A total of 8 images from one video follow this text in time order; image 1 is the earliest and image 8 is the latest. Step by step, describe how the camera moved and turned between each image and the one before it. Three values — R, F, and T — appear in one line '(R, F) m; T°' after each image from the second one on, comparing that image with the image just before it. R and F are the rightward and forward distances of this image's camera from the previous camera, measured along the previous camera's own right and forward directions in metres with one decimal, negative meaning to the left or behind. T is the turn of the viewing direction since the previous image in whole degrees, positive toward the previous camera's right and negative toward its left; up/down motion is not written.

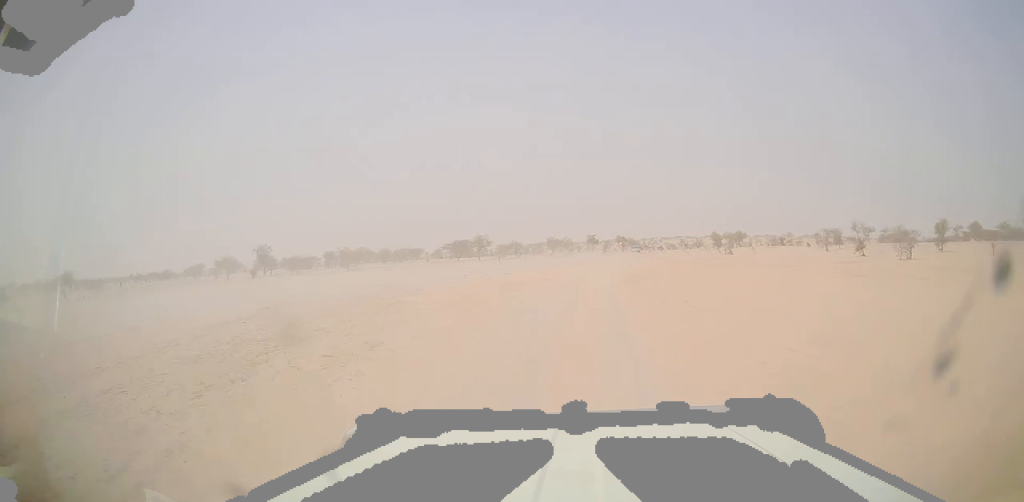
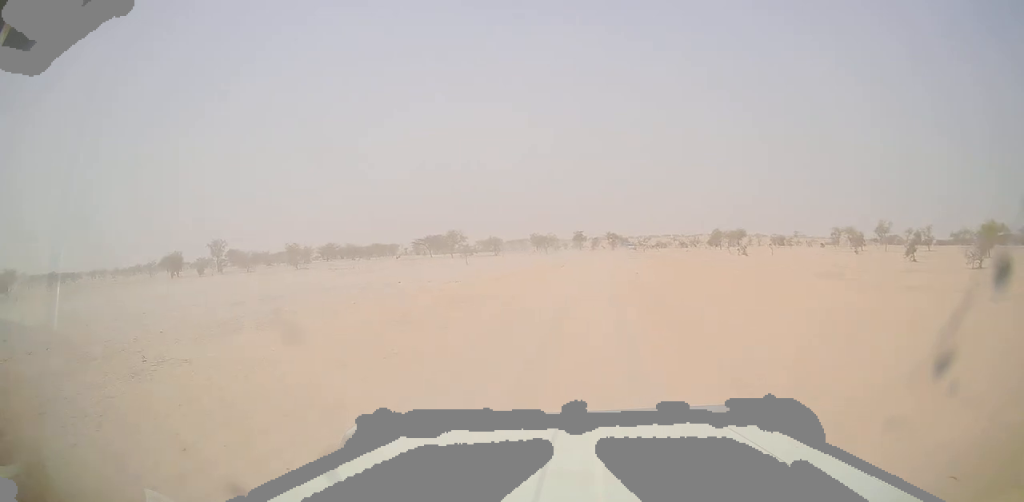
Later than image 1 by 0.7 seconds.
(0.0, +13.5) m; +1°
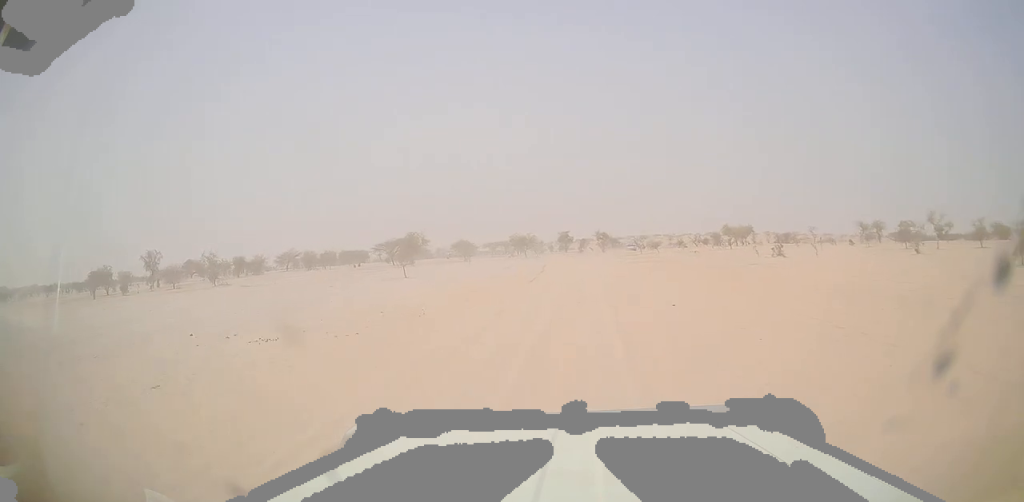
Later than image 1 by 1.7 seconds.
(+0.3, +17.3) m; 0°
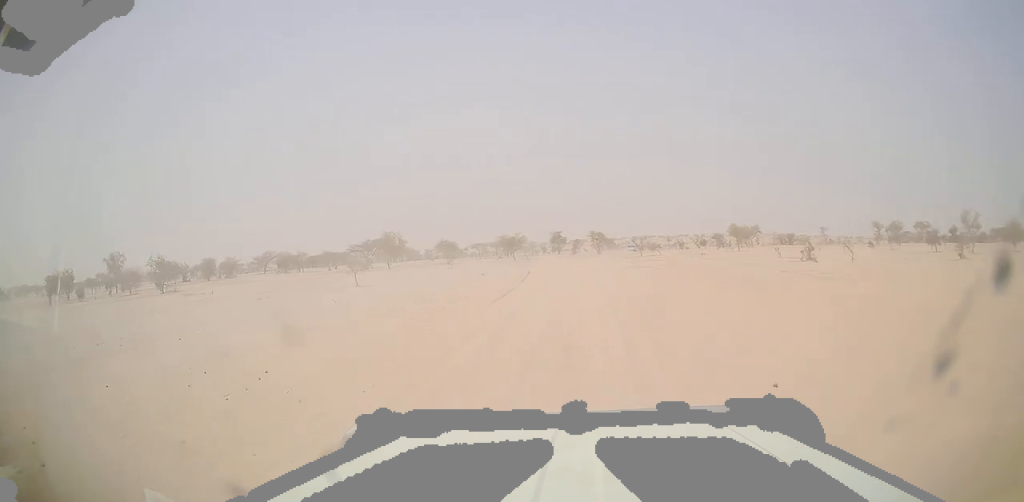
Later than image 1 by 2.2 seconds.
(0.0, +9.2) m; 0°
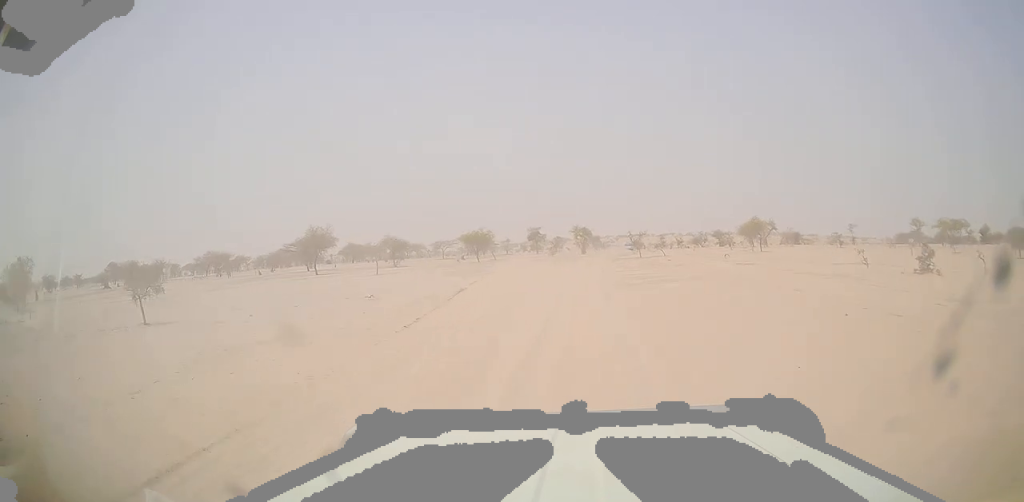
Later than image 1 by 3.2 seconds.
(0.0, +18.5) m; +2°
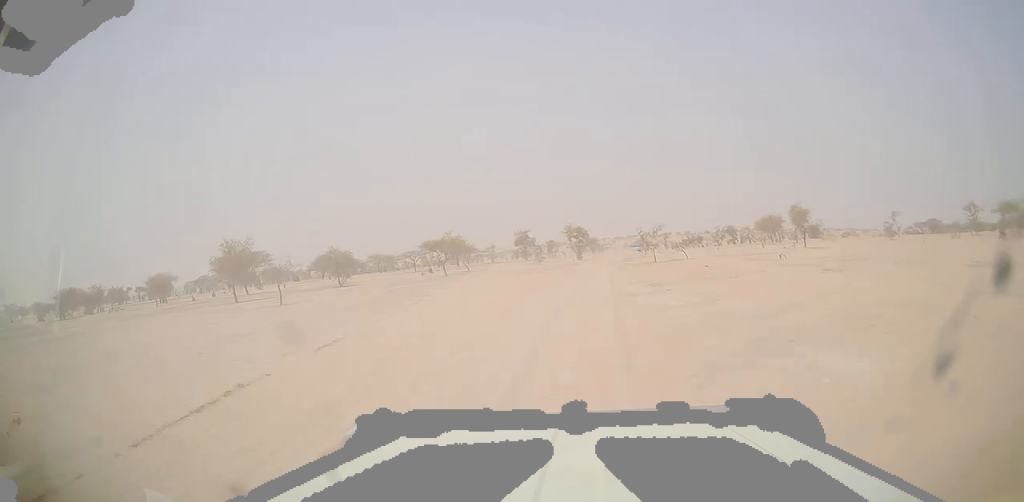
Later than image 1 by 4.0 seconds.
(+0.5, +16.0) m; +2°
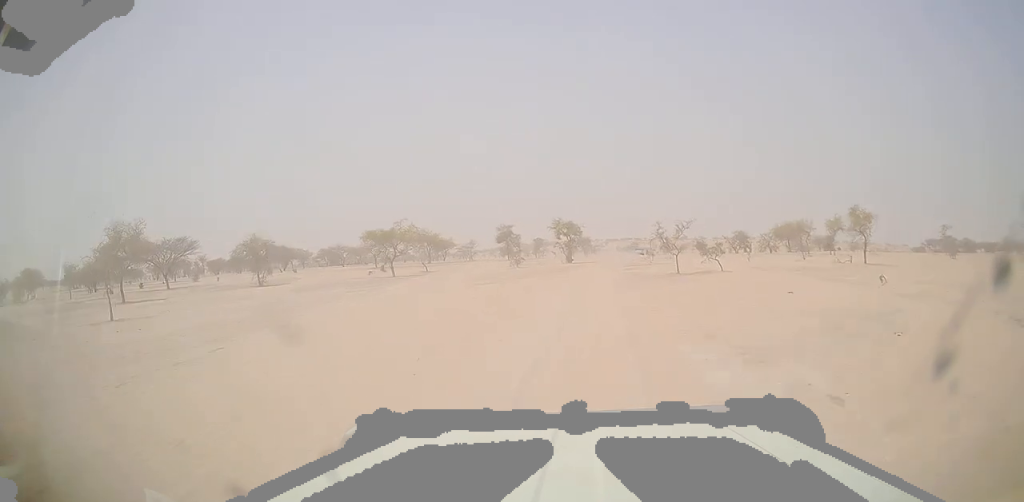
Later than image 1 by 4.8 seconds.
(+0.2, +14.2) m; 0°
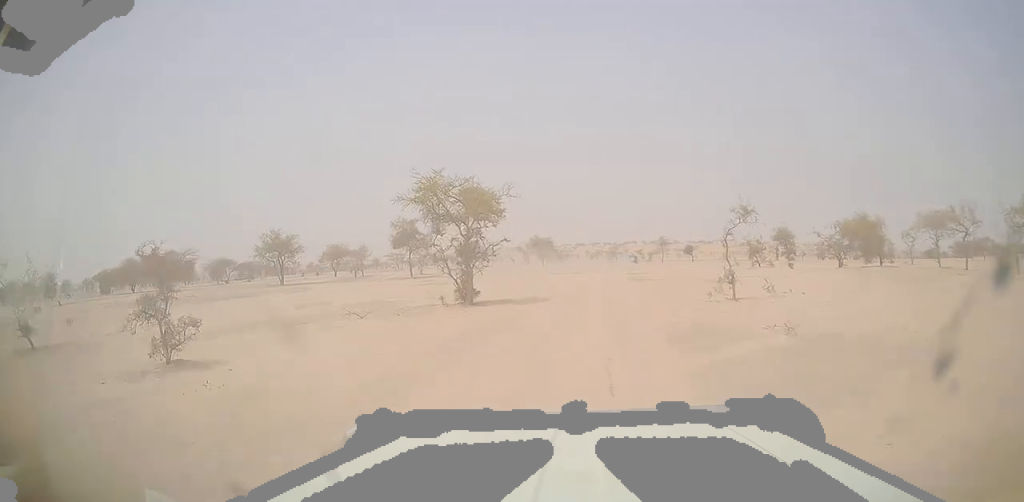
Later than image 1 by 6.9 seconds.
(-0.1, +39.7) m; +2°
